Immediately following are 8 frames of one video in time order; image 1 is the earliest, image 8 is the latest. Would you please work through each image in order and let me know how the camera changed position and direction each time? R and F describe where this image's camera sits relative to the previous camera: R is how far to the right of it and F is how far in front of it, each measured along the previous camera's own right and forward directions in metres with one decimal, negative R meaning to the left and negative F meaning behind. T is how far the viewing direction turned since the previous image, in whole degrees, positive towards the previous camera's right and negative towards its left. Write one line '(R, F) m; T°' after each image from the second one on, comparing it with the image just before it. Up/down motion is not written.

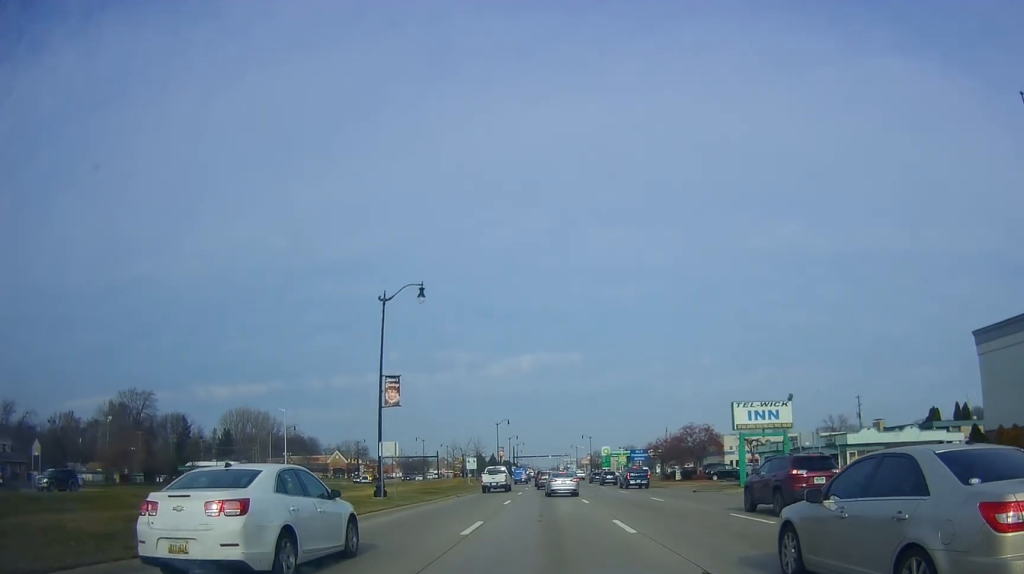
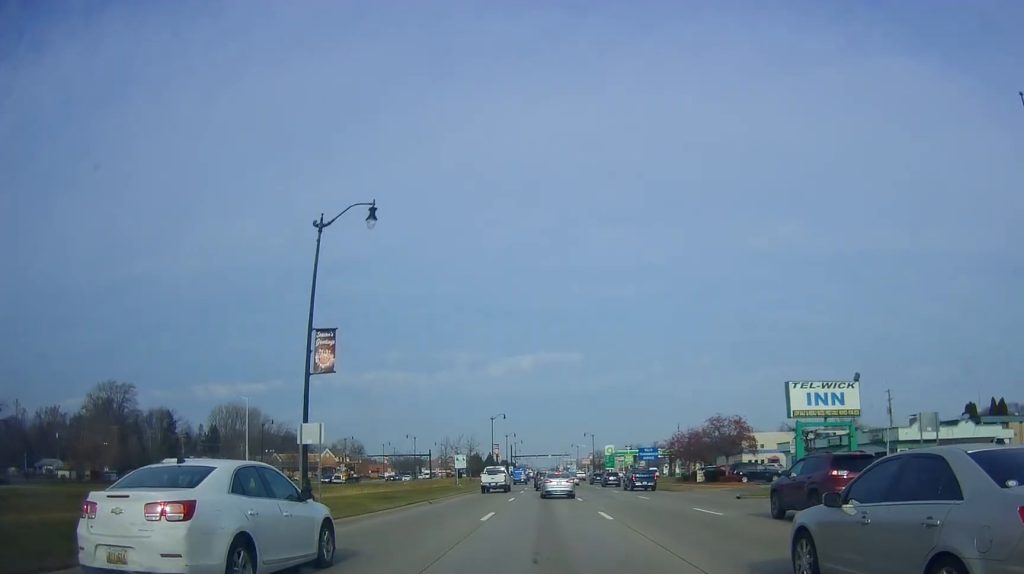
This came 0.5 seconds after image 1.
(-0.1, +10.5) m; 0°
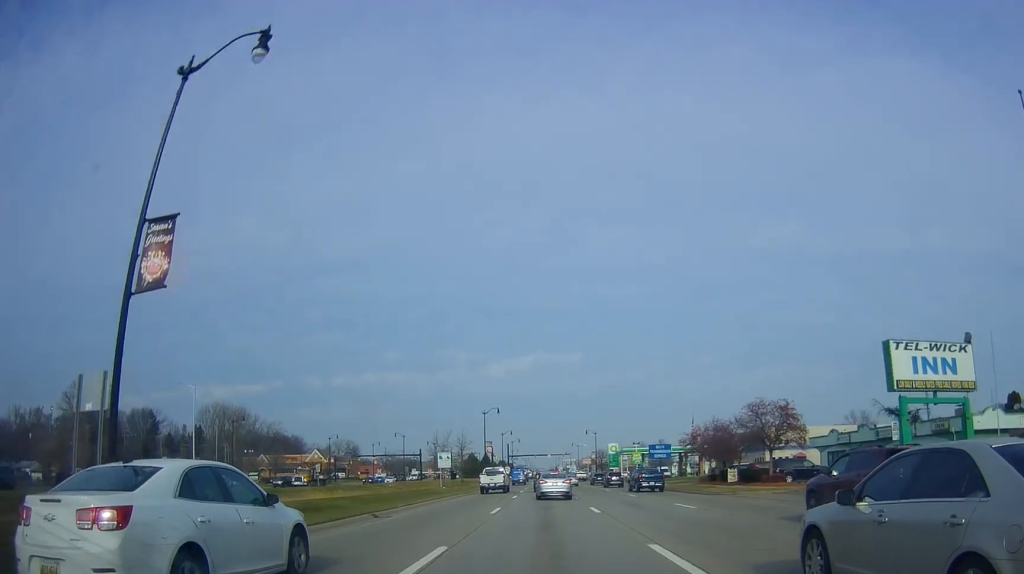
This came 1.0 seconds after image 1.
(-0.2, +11.2) m; 0°
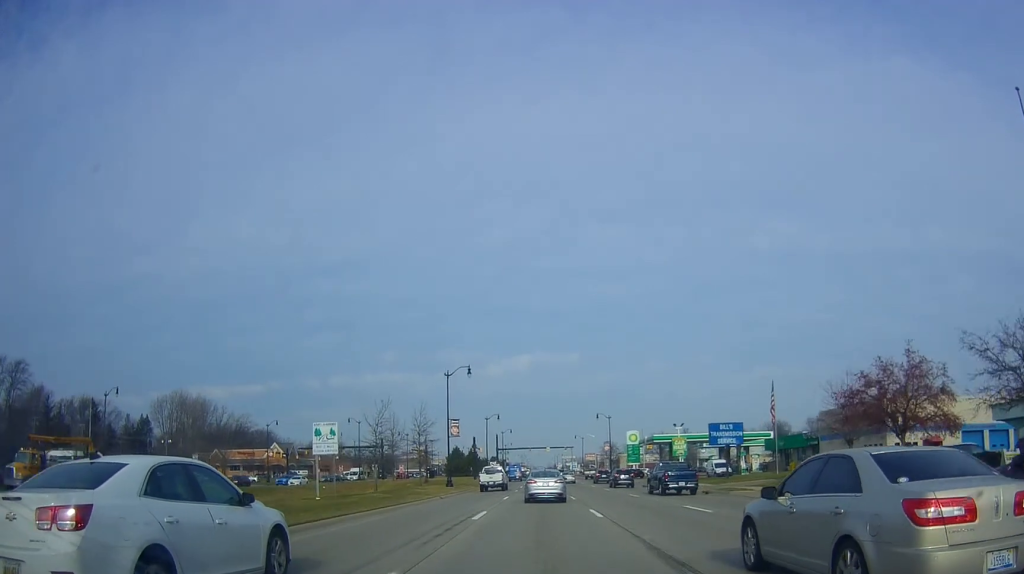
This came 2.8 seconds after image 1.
(+0.5, +34.4) m; 0°
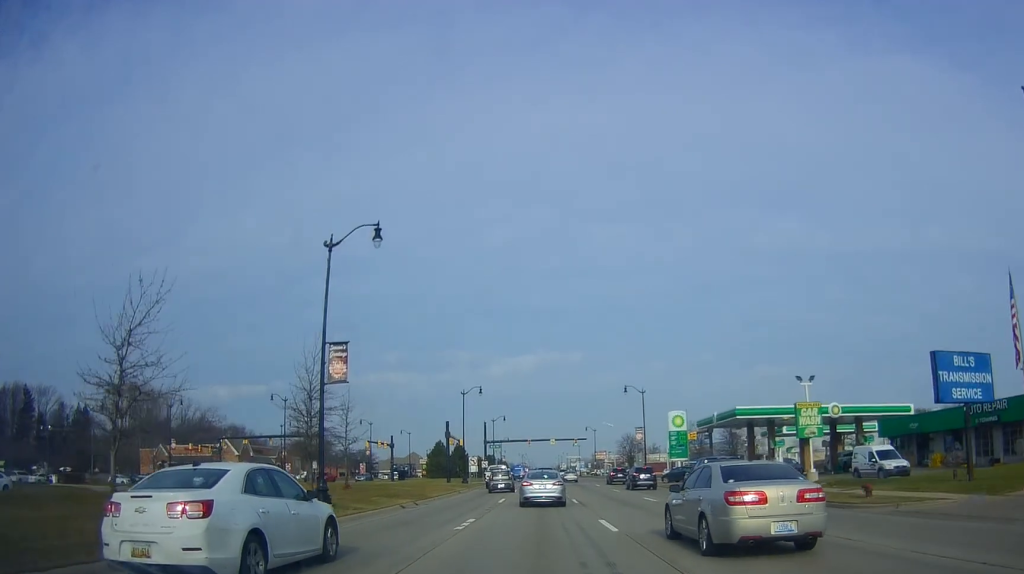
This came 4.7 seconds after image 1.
(-0.7, +34.1) m; 0°
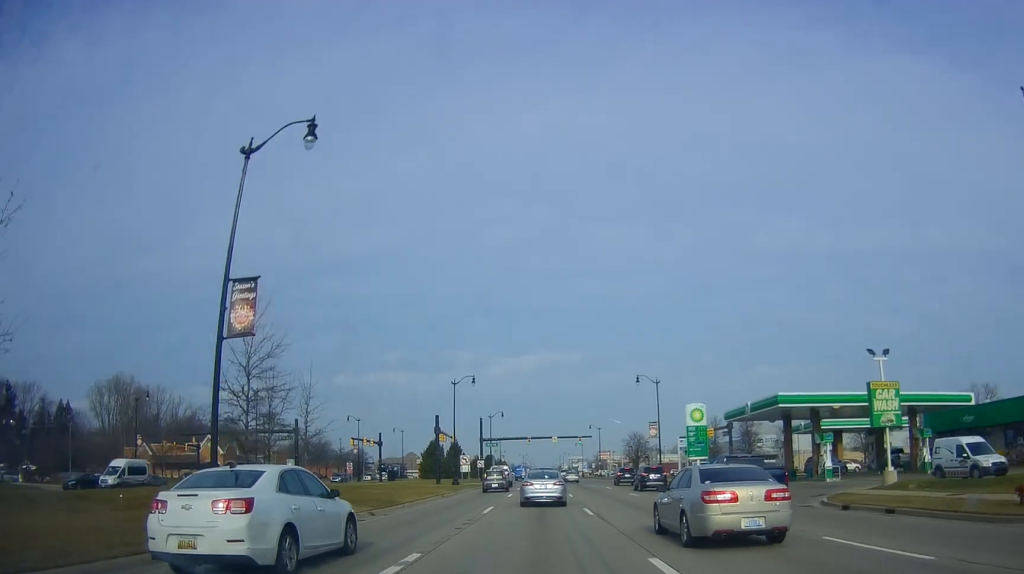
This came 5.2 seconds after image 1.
(+0.2, +8.5) m; +1°
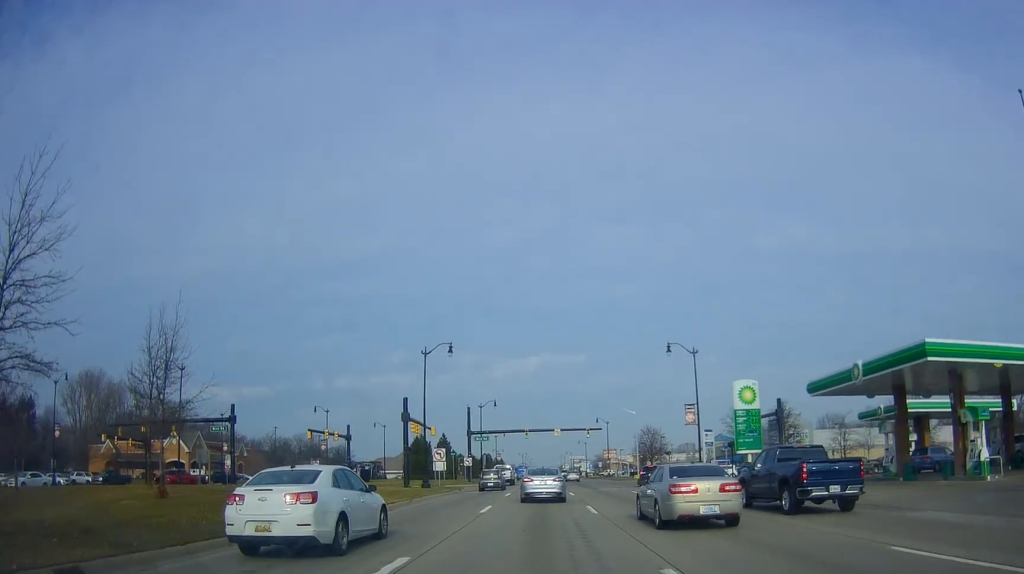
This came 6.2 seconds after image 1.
(0.0, +16.3) m; -1°
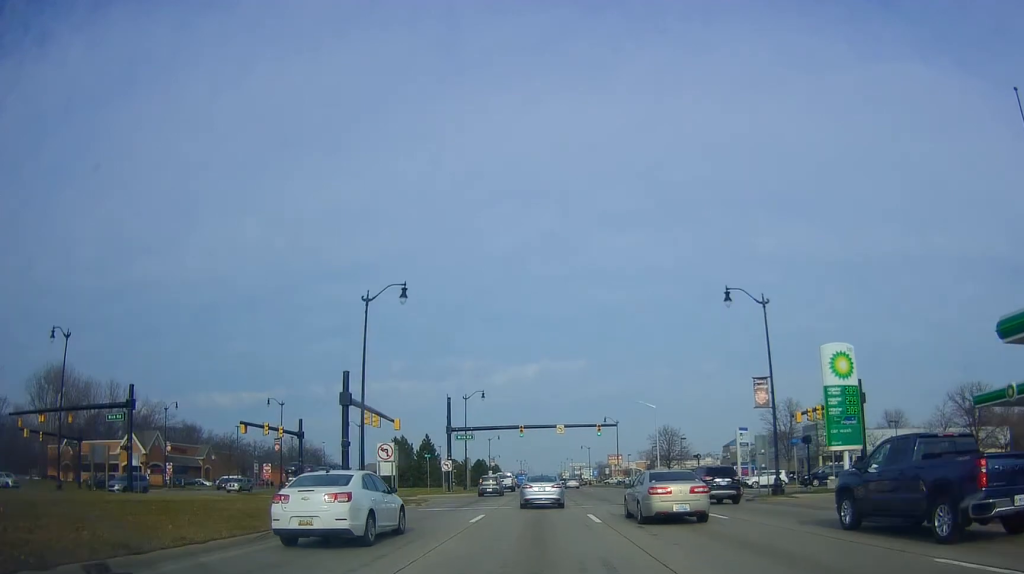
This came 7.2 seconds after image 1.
(-0.4, +16.4) m; 0°
